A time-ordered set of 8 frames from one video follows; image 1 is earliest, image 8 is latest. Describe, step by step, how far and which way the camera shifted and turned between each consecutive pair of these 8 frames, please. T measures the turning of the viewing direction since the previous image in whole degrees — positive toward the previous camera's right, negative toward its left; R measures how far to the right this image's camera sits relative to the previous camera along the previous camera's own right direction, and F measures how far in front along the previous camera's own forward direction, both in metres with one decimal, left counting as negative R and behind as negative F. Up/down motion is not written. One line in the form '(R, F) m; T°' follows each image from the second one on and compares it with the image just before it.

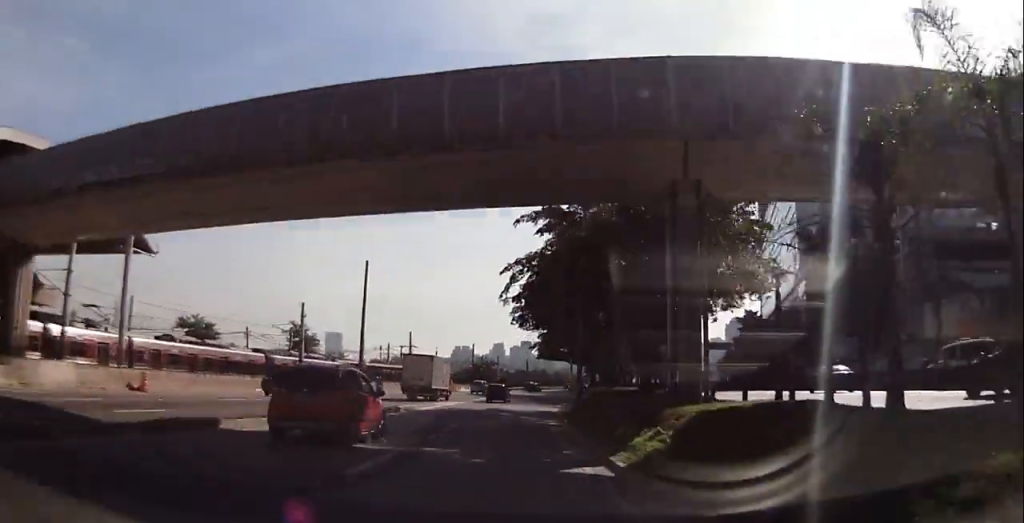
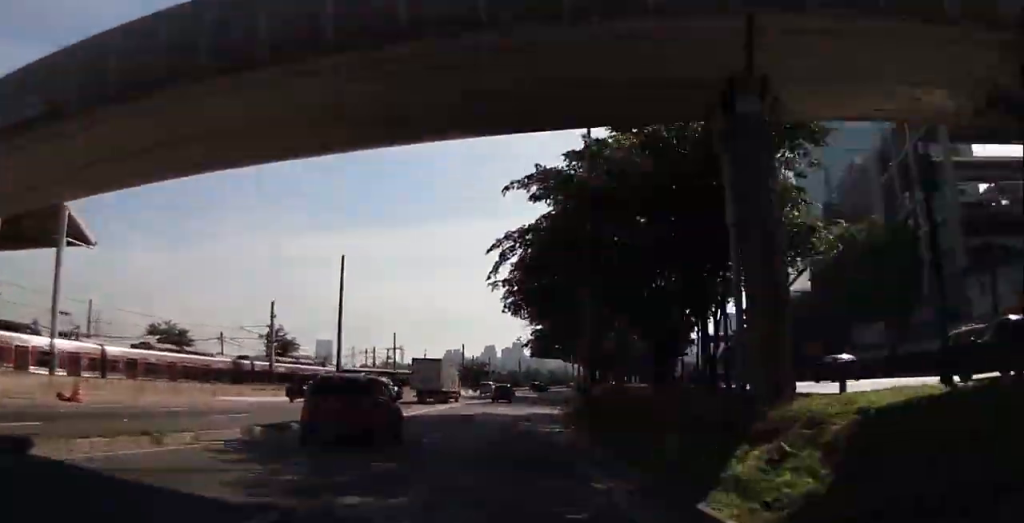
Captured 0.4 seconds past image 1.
(0.0, +6.7) m; 0°
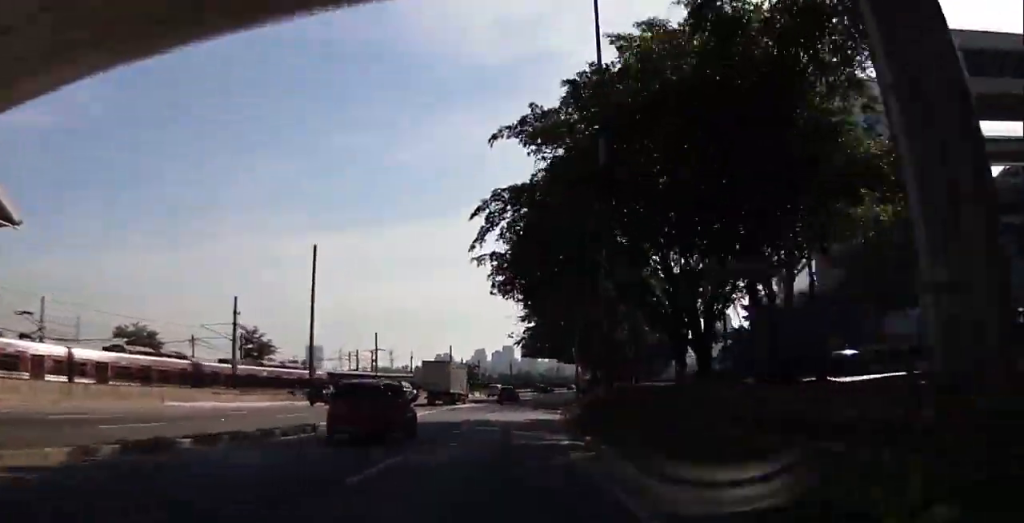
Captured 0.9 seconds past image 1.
(0.0, +6.7) m; 0°
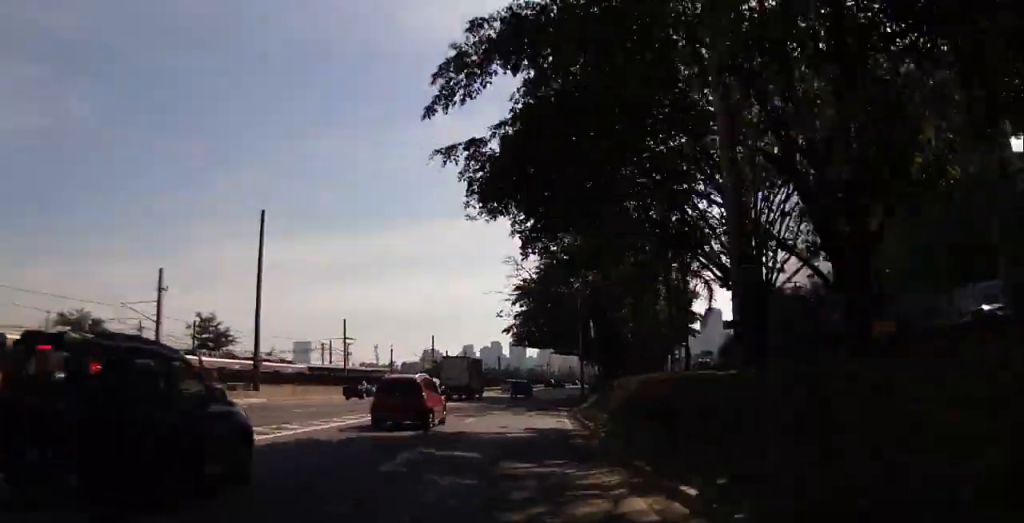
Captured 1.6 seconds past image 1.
(0.0, +11.5) m; +1°
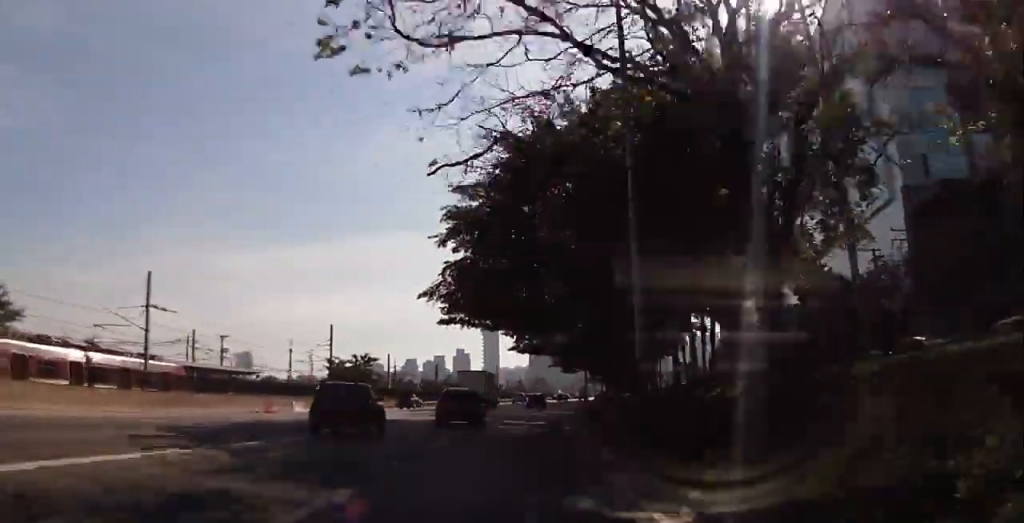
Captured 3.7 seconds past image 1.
(+1.9, +34.5) m; +5°
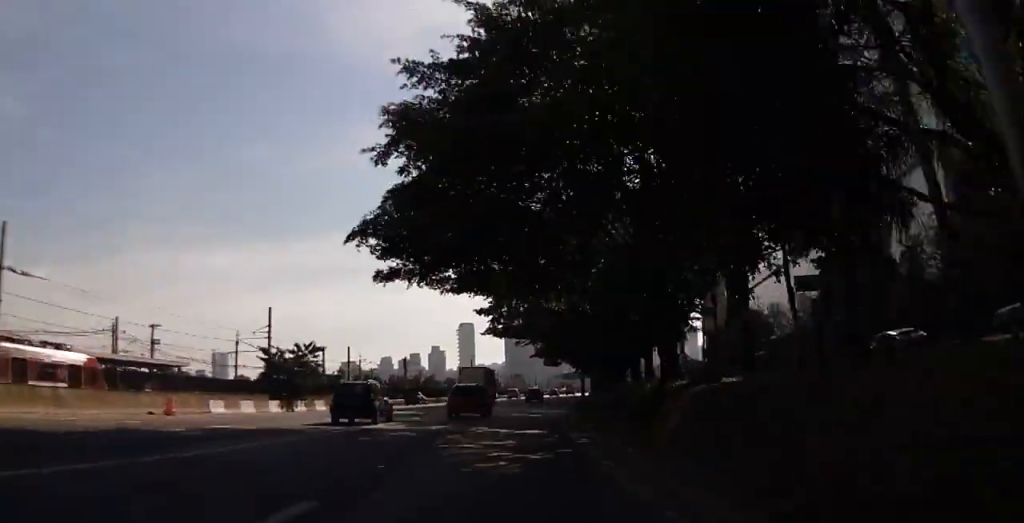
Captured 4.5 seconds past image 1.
(0.0, +13.0) m; +1°
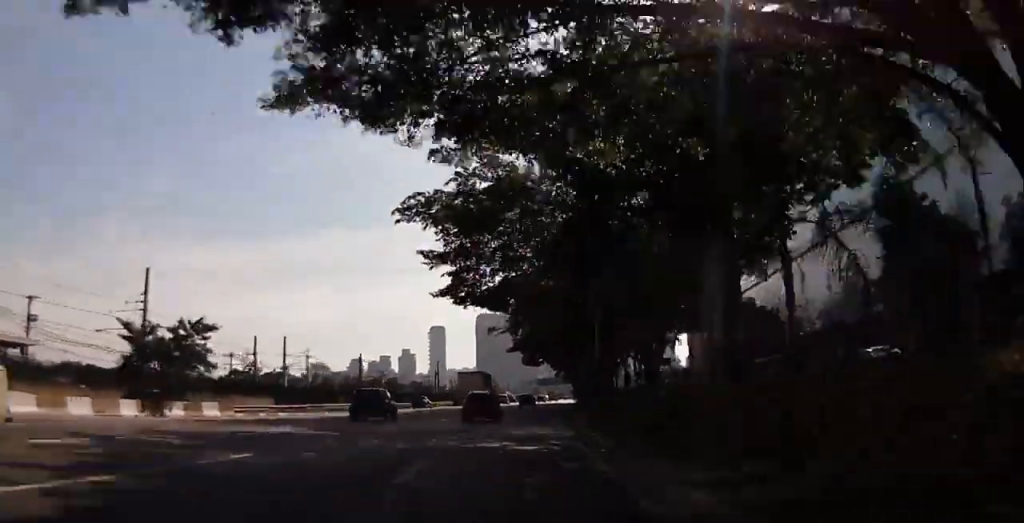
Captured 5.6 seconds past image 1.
(+0.4, +18.6) m; +3°
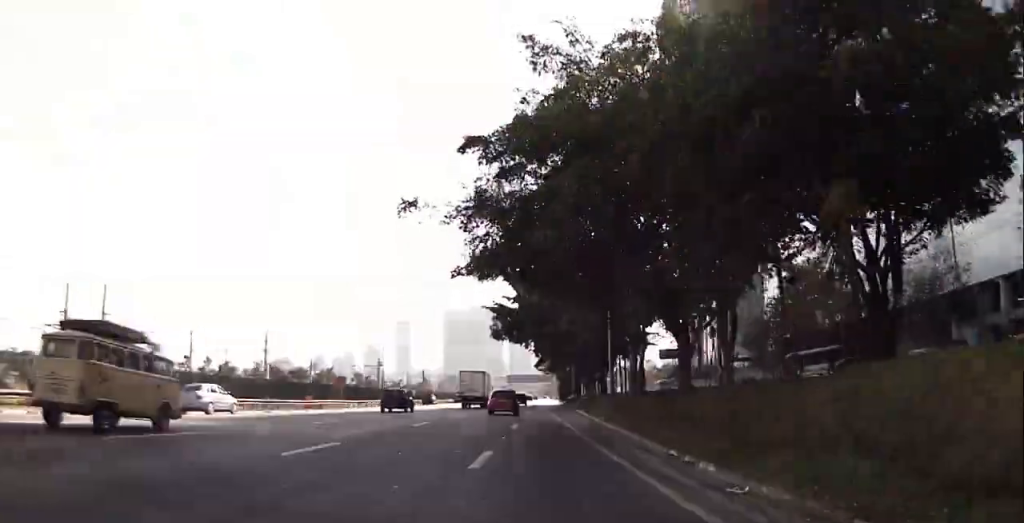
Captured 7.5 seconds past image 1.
(+0.2, +34.5) m; 0°
